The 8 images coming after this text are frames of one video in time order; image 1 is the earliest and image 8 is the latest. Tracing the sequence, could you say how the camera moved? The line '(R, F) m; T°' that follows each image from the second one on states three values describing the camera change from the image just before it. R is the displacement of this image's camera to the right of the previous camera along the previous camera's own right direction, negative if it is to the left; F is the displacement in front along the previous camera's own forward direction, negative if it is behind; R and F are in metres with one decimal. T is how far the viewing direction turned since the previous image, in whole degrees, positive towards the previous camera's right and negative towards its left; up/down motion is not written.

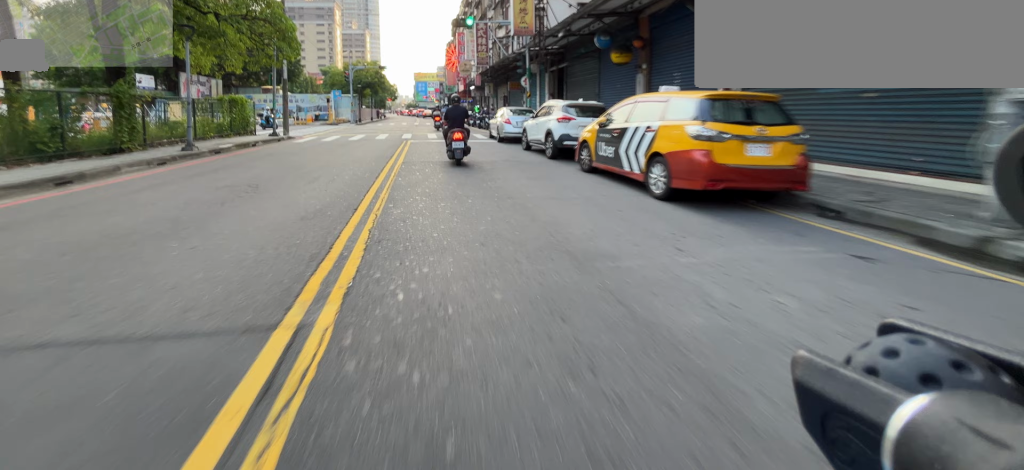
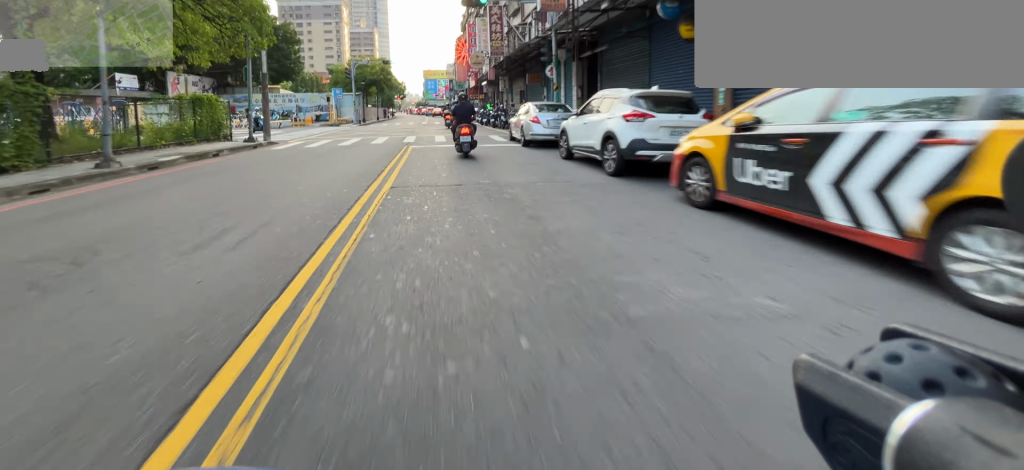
(-0.1, +3.7) m; -2°
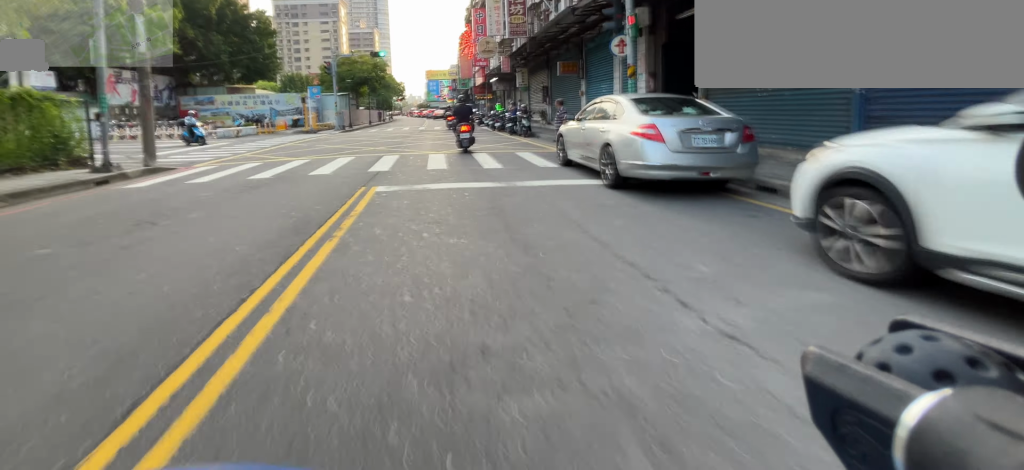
(0.0, +7.6) m; +1°
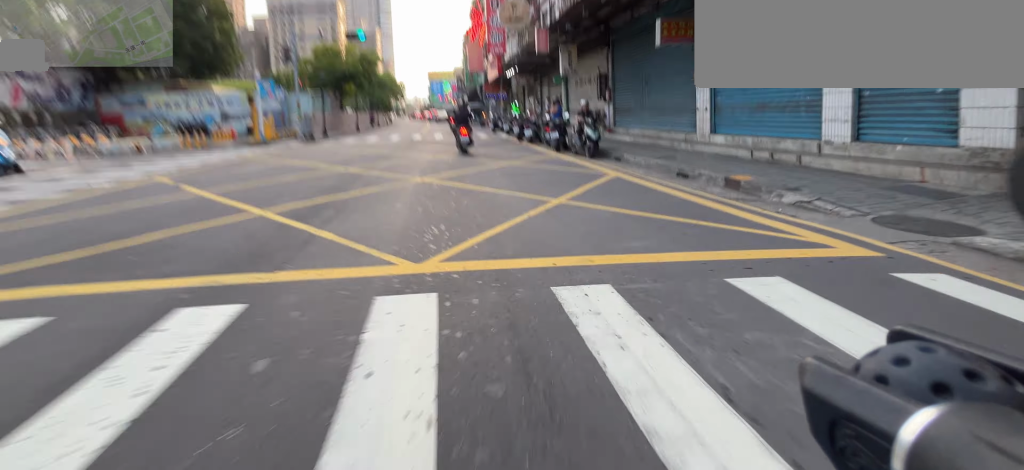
(+0.2, +9.1) m; +1°
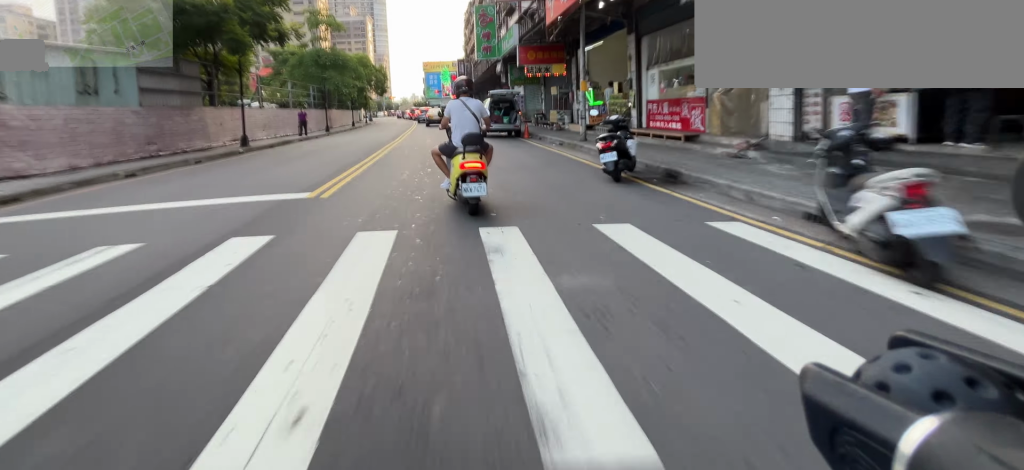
(-0.4, +20.9) m; -2°
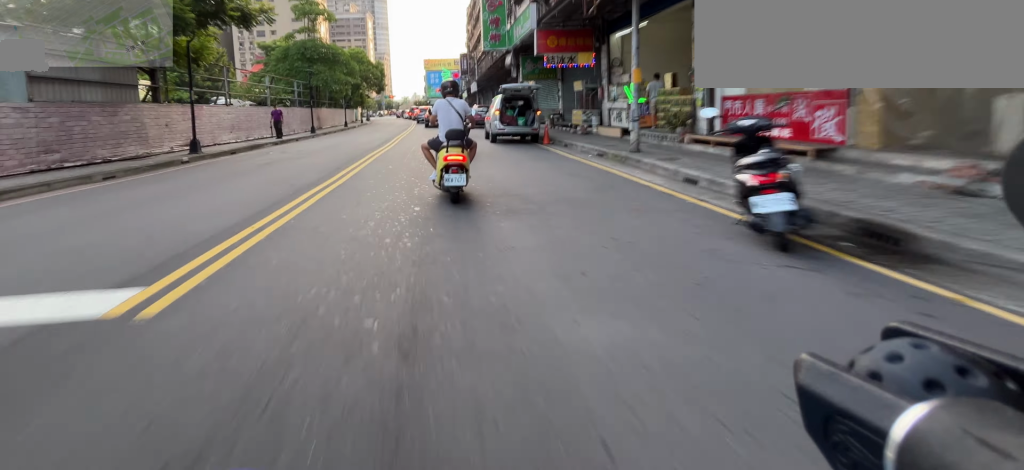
(0.0, +3.5) m; 0°
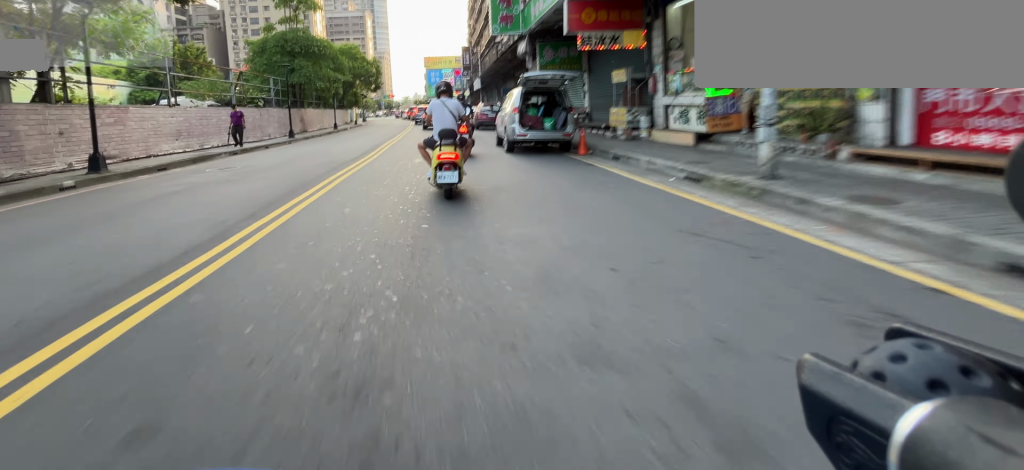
(0.0, +3.6) m; 0°
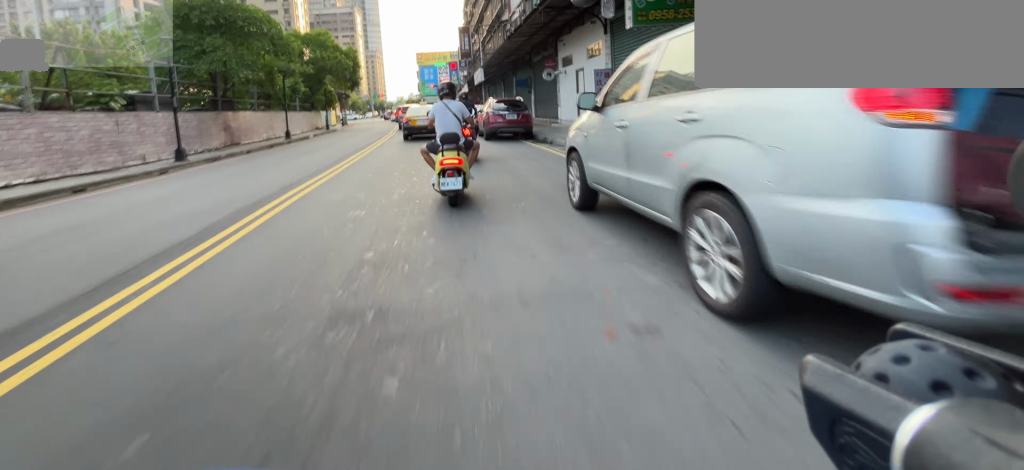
(0.0, +9.2) m; +1°
